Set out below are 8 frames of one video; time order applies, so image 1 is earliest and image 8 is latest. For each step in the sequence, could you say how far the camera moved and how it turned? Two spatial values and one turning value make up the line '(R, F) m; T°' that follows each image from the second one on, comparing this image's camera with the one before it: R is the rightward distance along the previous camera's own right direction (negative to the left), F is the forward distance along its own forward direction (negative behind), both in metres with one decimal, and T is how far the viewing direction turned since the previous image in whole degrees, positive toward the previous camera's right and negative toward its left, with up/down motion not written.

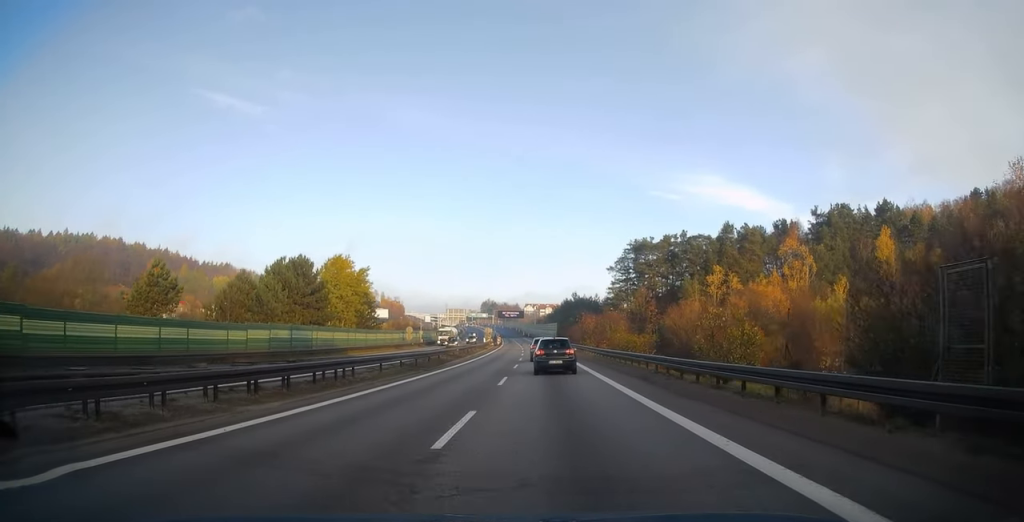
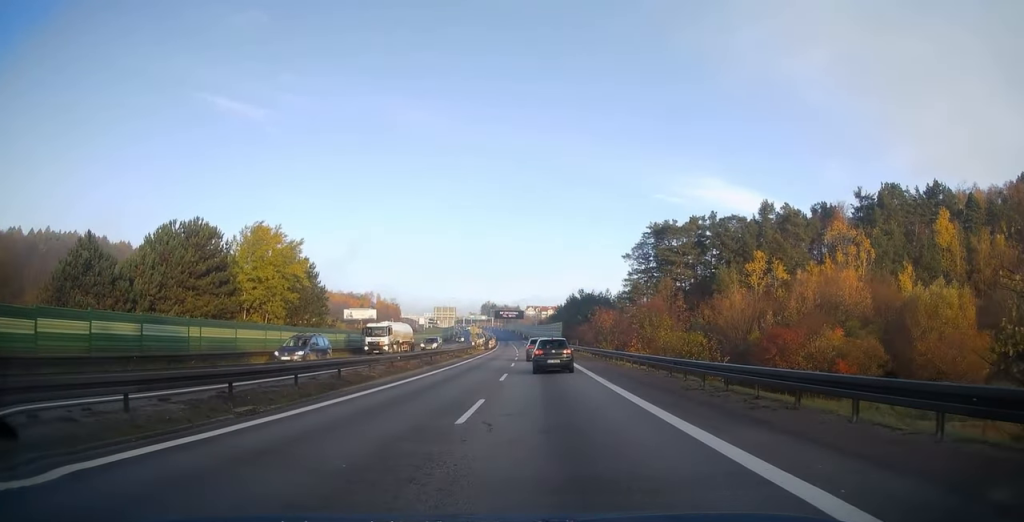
(+0.1, +20.9) m; 0°
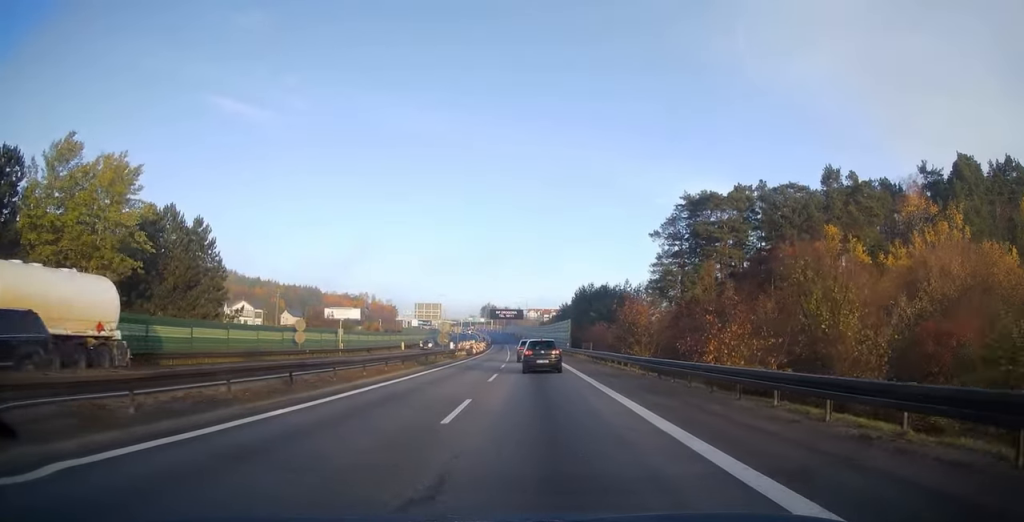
(-0.1, +23.3) m; 0°
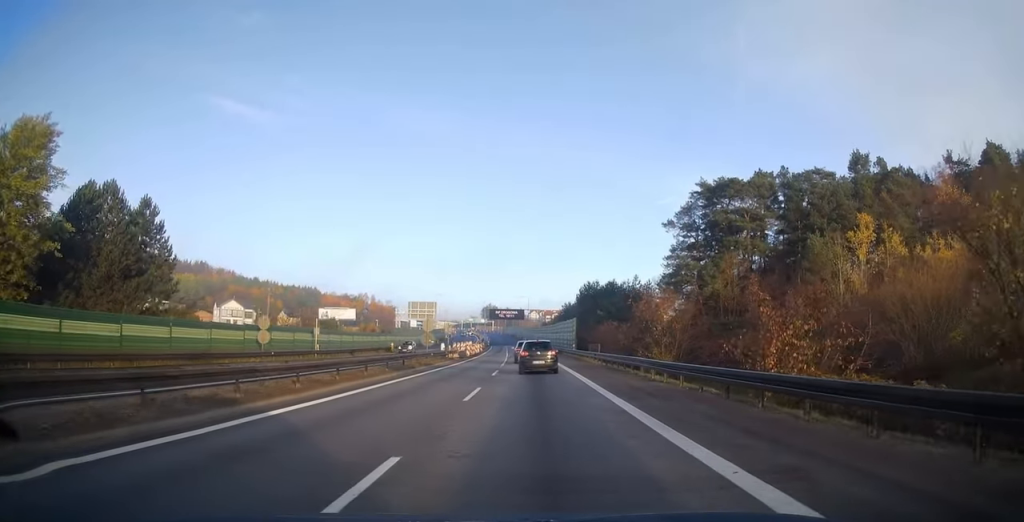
(0.0, +7.3) m; 0°
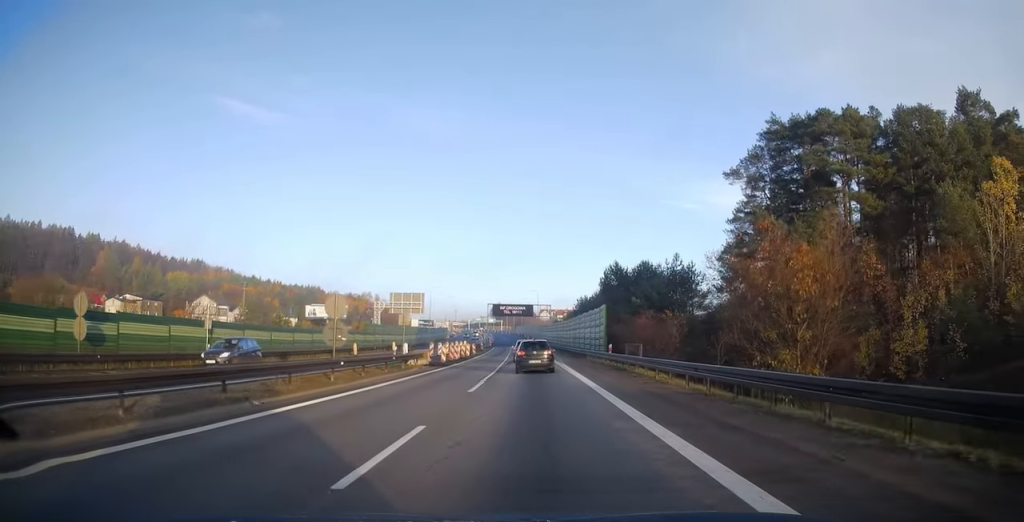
(-0.2, +20.6) m; -1°
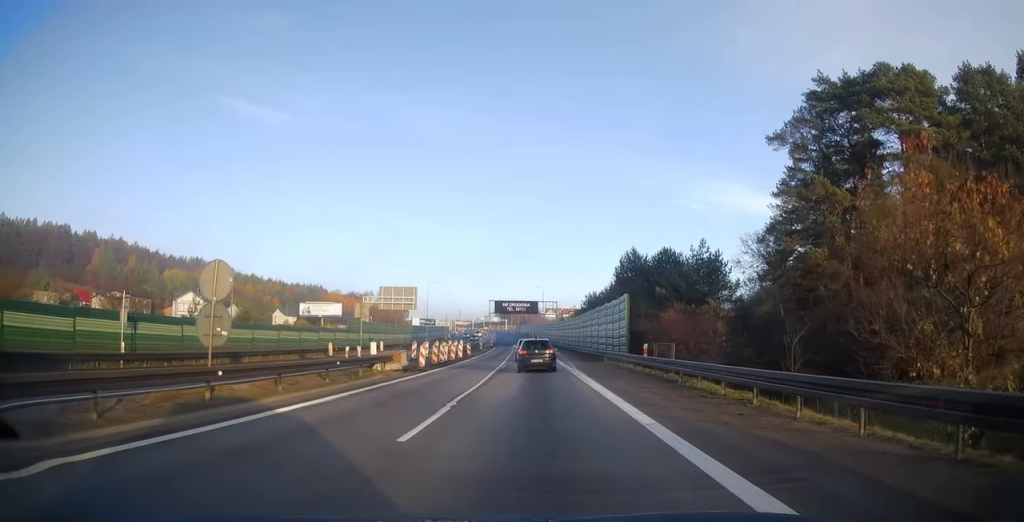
(+0.1, +8.9) m; 0°
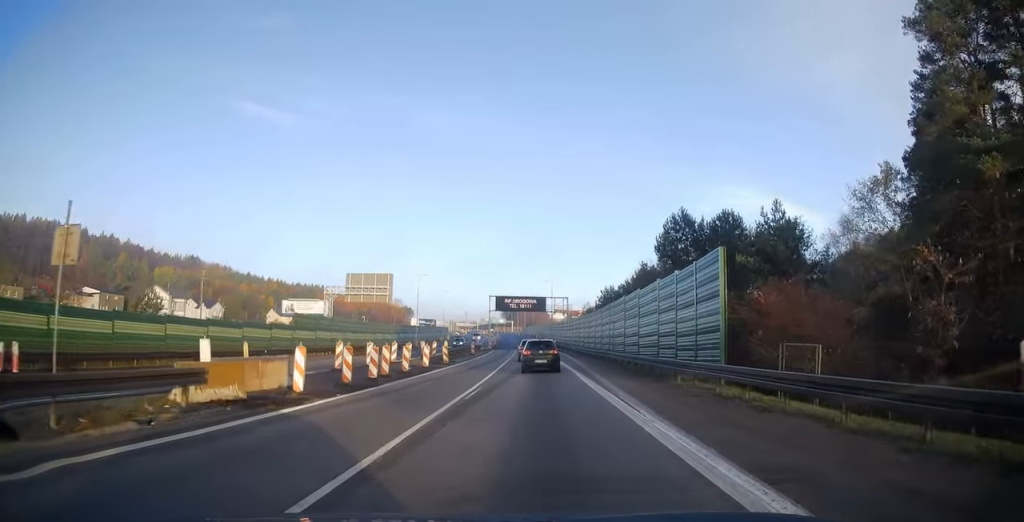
(-0.3, +17.2) m; -1°
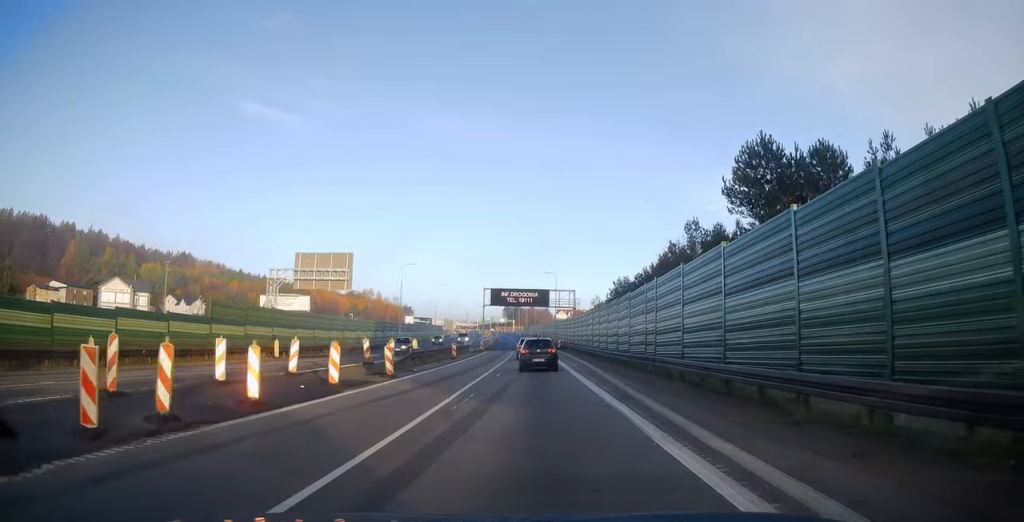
(+0.1, +14.7) m; 0°
